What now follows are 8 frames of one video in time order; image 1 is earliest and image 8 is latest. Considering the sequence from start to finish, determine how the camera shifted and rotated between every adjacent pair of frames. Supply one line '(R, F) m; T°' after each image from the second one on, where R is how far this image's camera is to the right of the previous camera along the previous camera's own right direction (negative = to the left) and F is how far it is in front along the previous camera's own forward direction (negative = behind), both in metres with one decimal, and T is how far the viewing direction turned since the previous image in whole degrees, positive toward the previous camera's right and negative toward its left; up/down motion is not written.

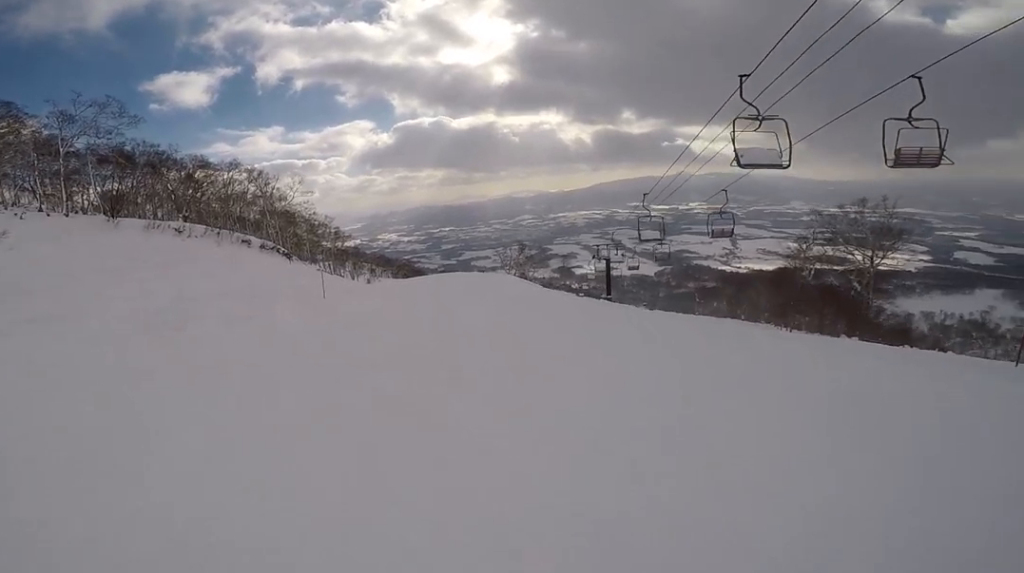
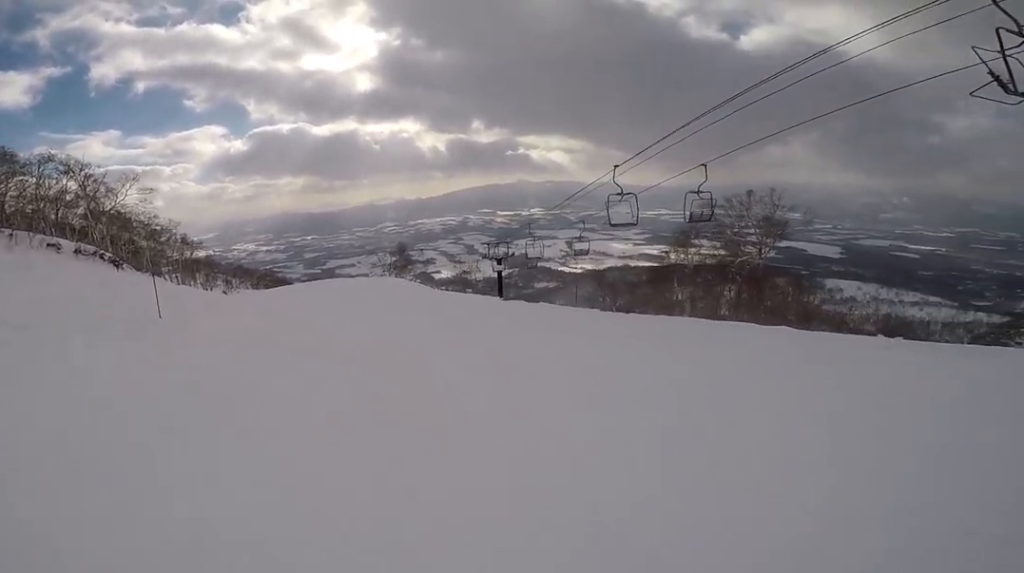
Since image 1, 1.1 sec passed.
(+2.3, +8.4) m; +25°
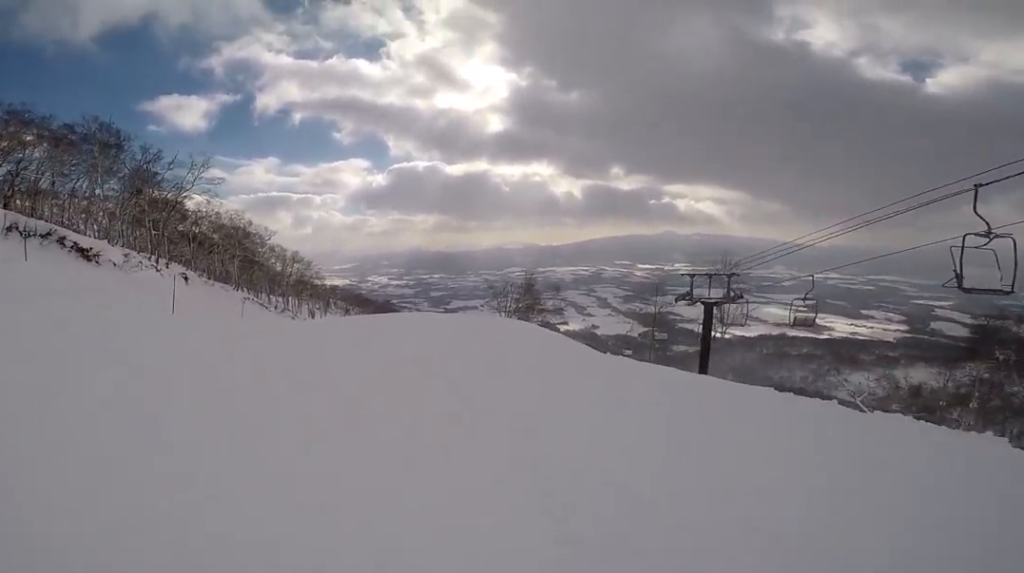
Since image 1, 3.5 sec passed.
(+2.6, +20.0) m; -8°
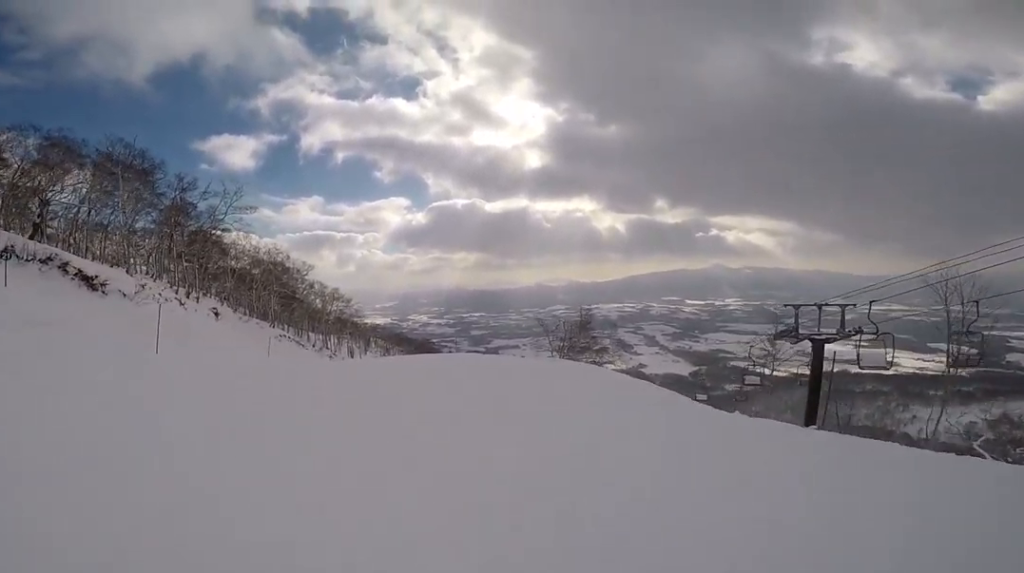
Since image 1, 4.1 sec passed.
(-0.5, +4.3) m; -10°
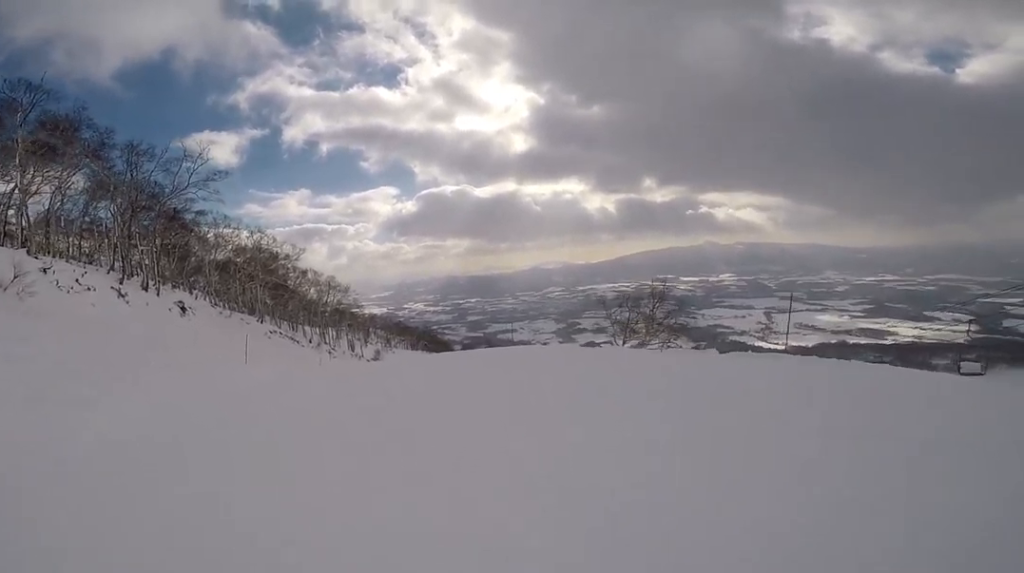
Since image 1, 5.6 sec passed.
(-2.3, +11.1) m; -13°
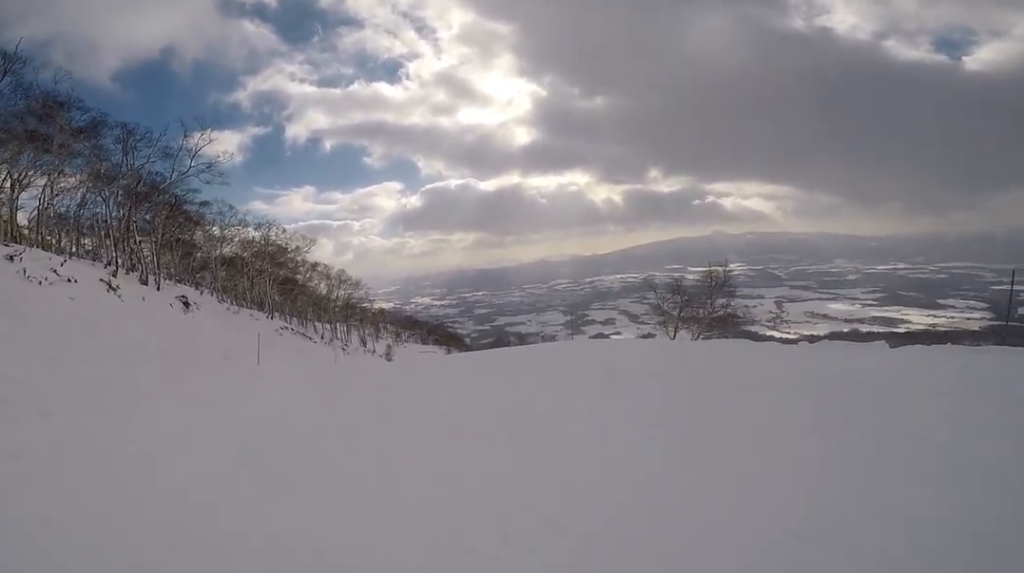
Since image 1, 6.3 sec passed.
(+0.2, +4.4) m; +8°
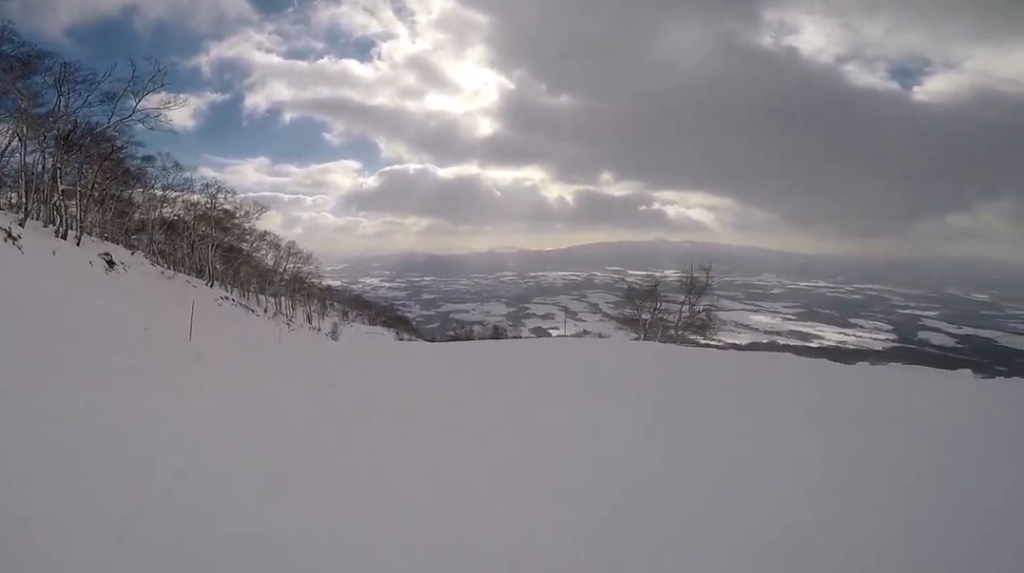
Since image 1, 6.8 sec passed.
(+0.4, +3.9) m; +12°
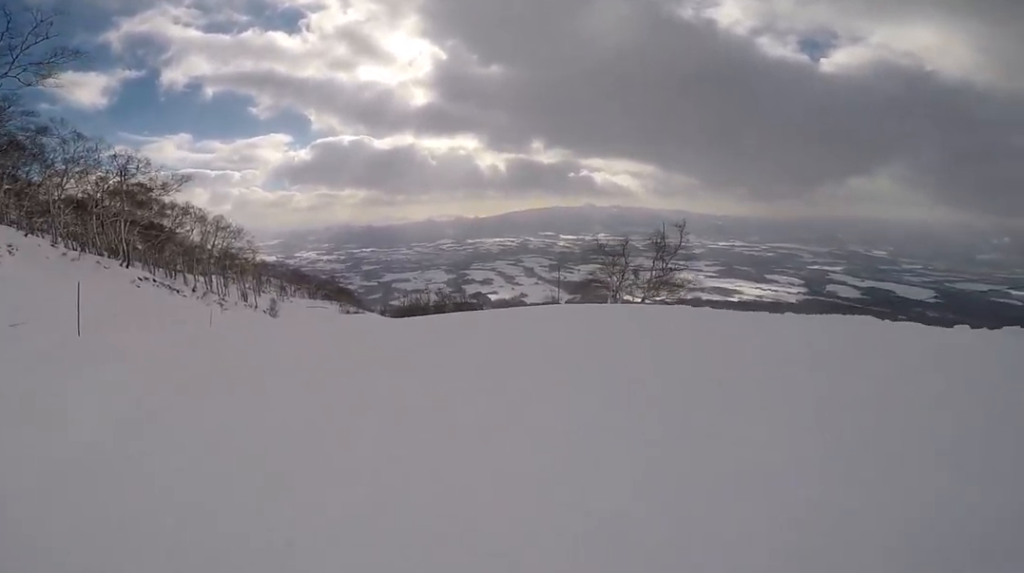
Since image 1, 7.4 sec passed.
(+0.5, +4.1) m; +6°
